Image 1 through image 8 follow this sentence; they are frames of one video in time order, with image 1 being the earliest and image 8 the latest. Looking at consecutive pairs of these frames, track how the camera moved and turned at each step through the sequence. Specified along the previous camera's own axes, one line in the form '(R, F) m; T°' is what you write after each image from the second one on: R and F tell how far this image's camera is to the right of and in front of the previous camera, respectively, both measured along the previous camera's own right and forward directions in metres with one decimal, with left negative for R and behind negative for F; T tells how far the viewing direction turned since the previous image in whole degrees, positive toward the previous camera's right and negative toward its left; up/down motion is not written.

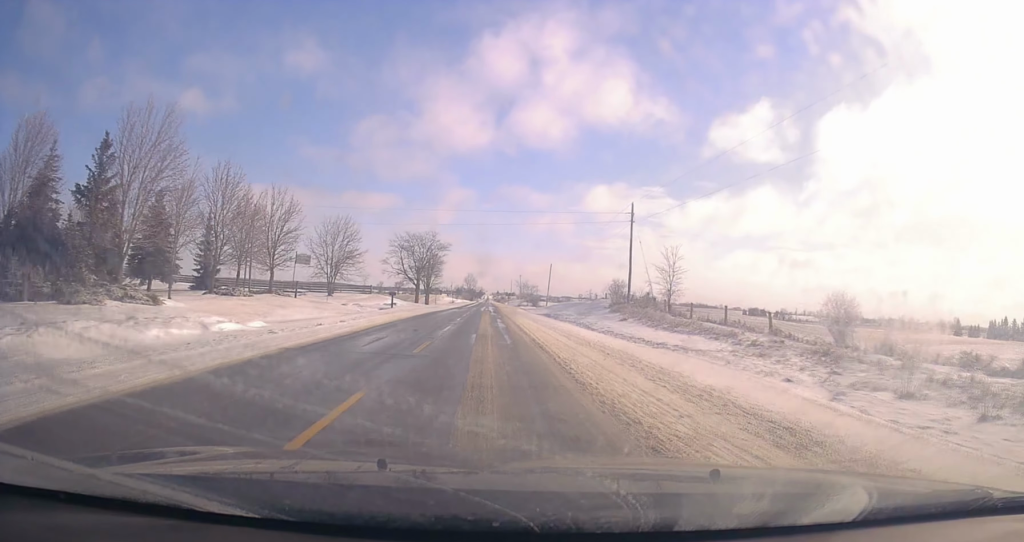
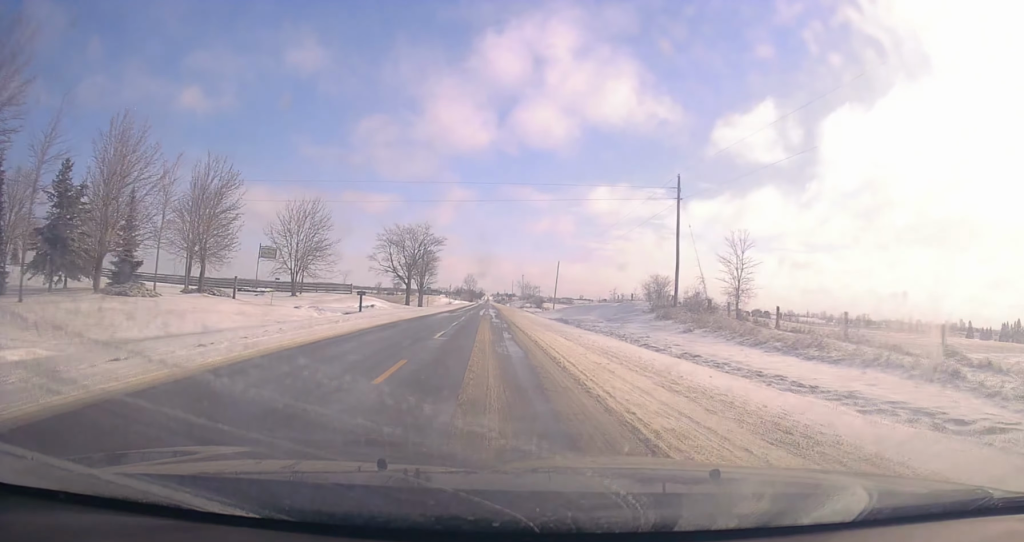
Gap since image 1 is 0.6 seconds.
(0.0, +13.4) m; 0°
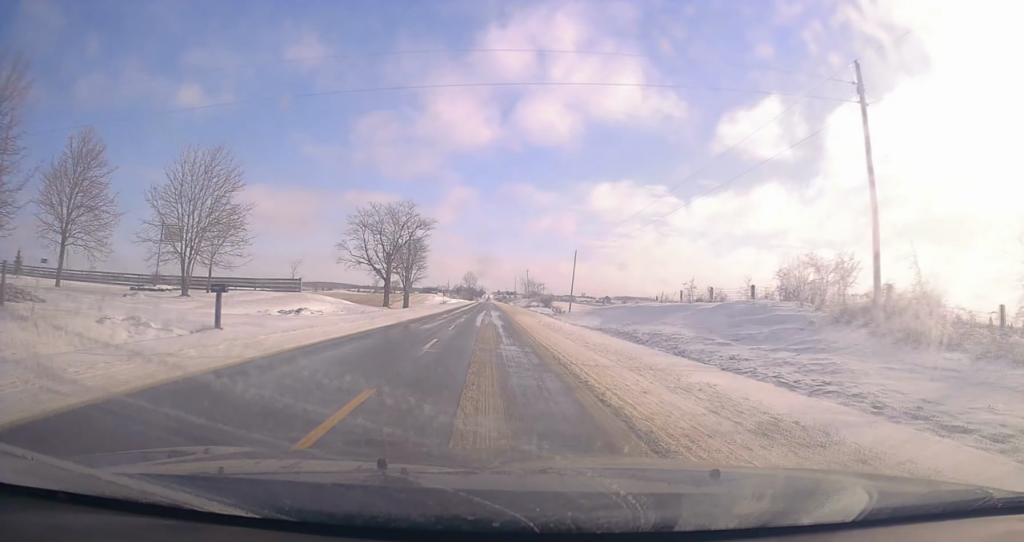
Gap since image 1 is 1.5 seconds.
(+0.3, +21.3) m; 0°
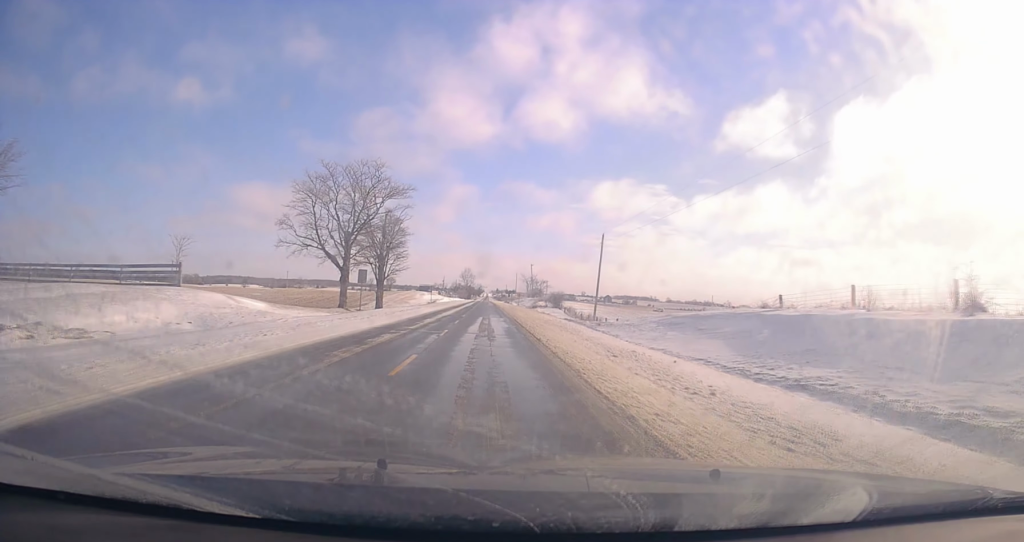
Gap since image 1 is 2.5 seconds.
(-0.2, +23.4) m; -1°
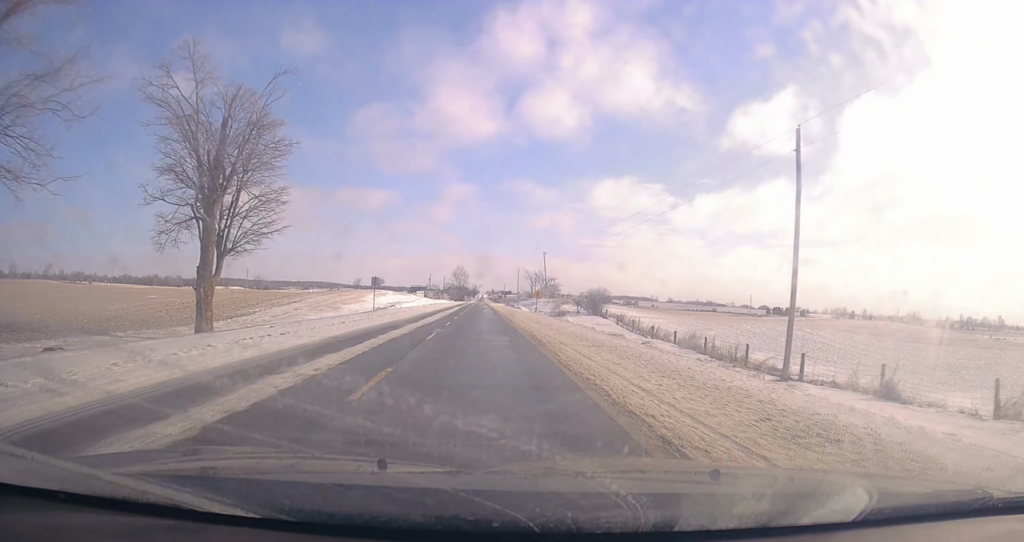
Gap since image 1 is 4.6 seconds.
(0.0, +47.0) m; +1°
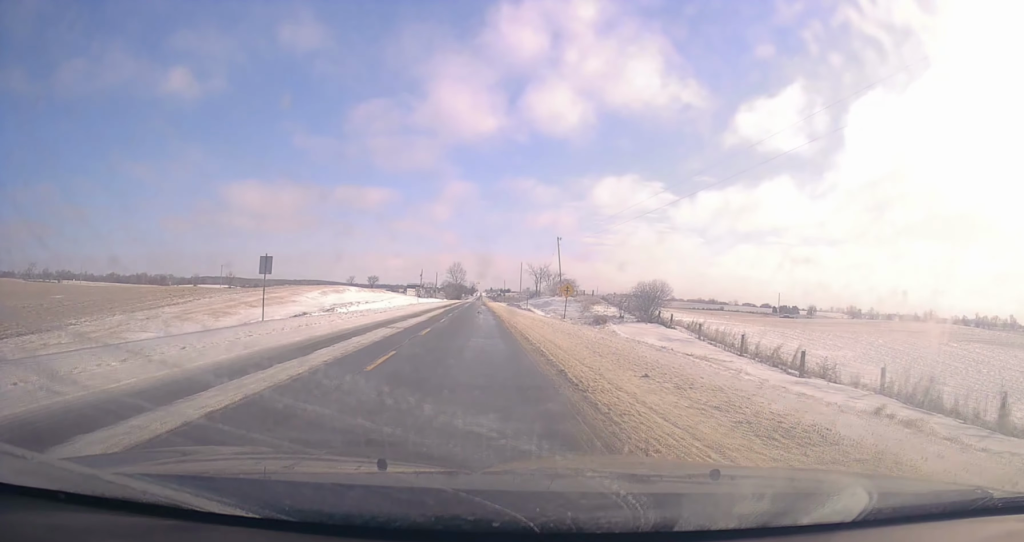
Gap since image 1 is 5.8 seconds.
(+0.3, +25.2) m; 0°
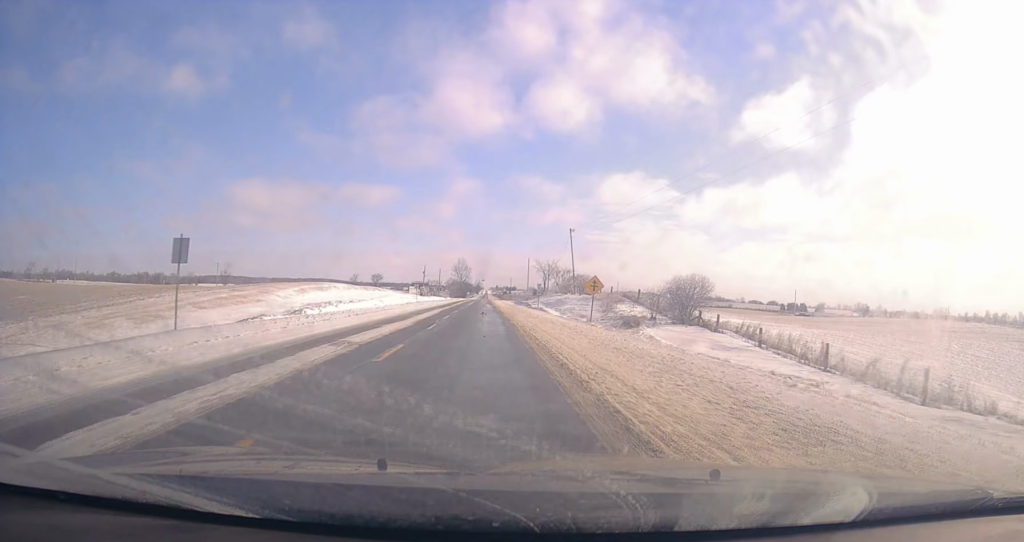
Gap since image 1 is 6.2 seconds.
(+0.2, +8.3) m; 0°
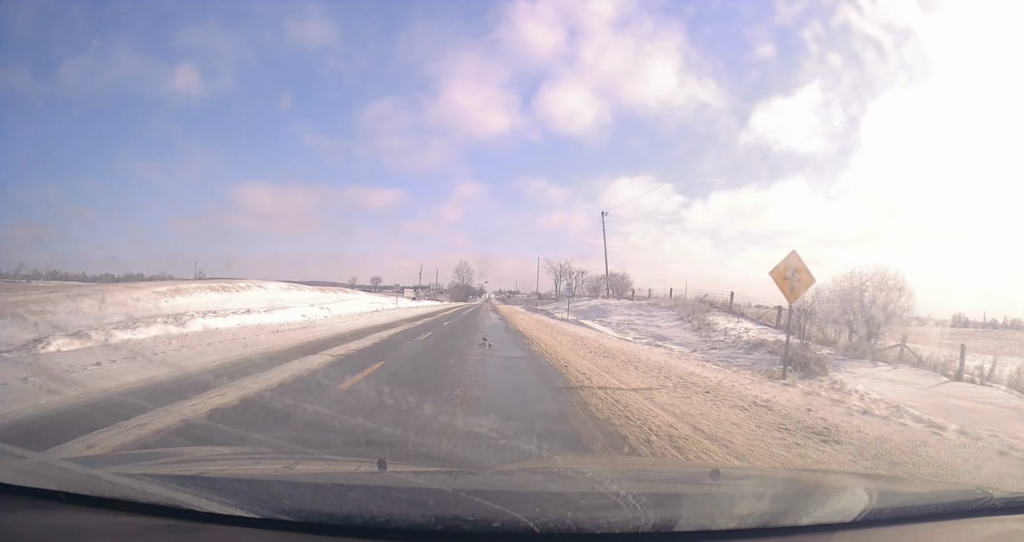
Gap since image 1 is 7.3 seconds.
(-0.6, +20.7) m; -3°
